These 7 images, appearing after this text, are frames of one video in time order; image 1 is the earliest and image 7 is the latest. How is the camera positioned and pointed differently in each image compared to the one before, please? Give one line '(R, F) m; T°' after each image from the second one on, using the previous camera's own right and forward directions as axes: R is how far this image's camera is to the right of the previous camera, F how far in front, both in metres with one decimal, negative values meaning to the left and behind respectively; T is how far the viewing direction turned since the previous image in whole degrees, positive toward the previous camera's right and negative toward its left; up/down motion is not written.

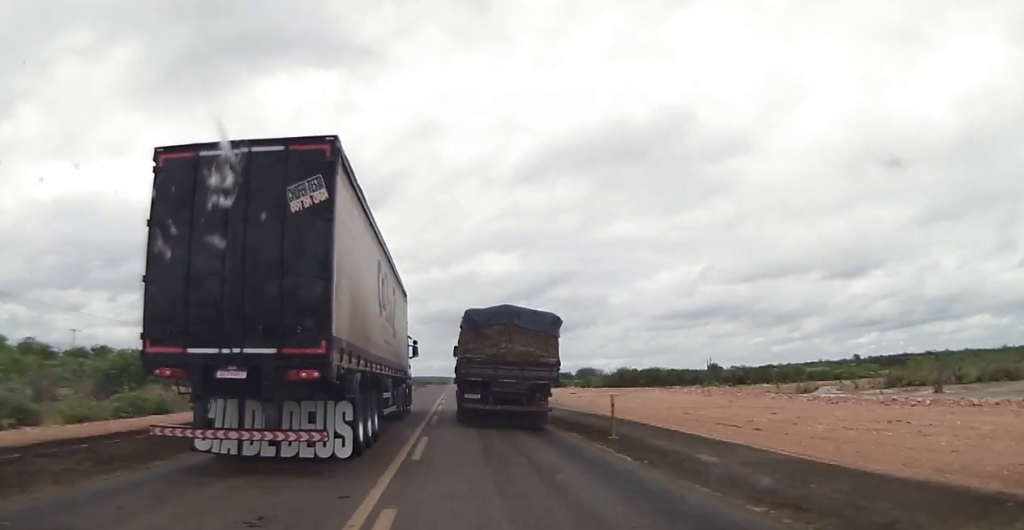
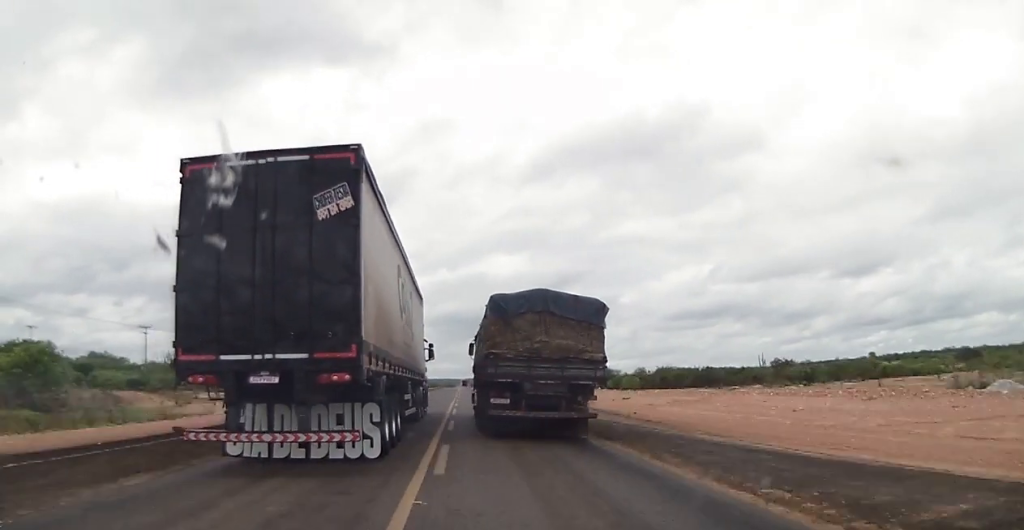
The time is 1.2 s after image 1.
(0.0, +18.1) m; 0°
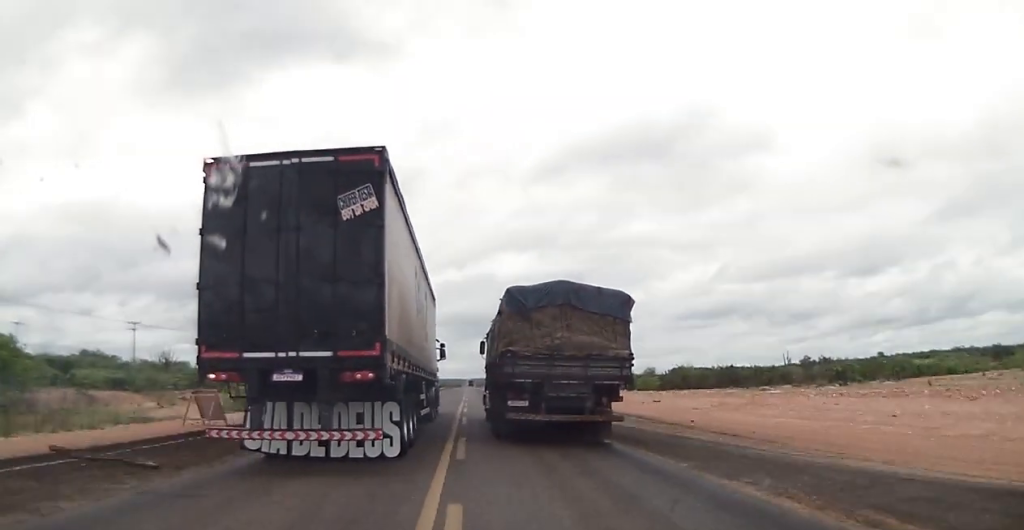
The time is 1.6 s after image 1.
(0.0, +6.3) m; -1°
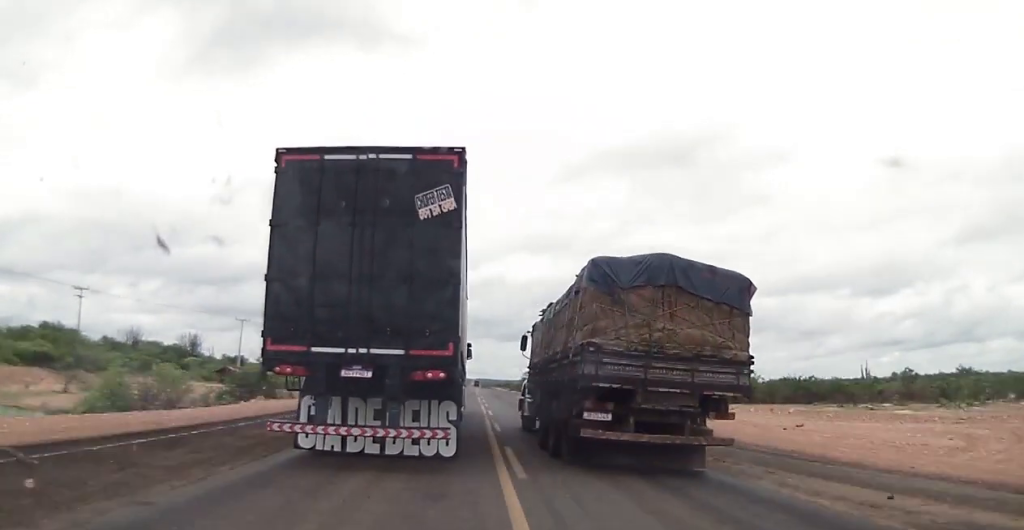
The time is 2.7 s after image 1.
(-0.3, +18.1) m; -2°
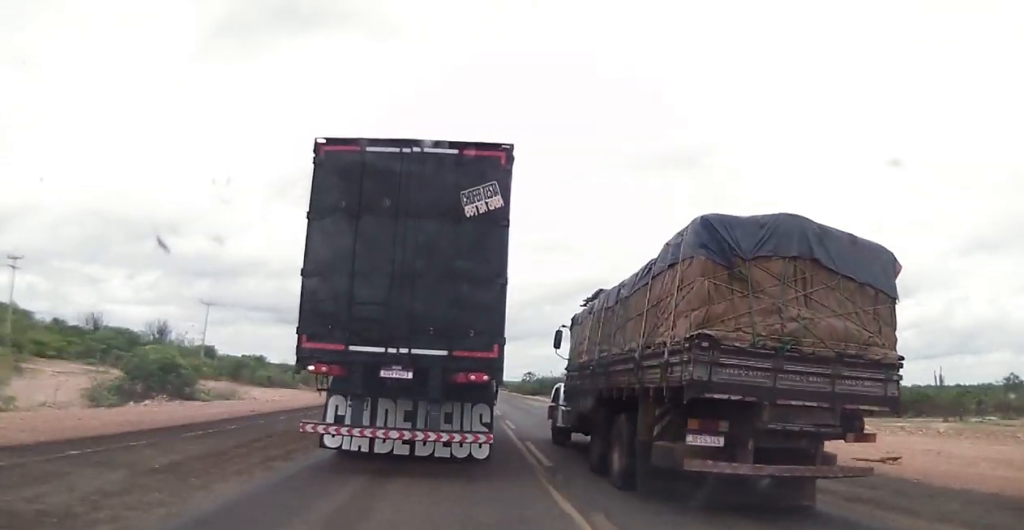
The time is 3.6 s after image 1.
(-0.2, +14.6) m; +1°
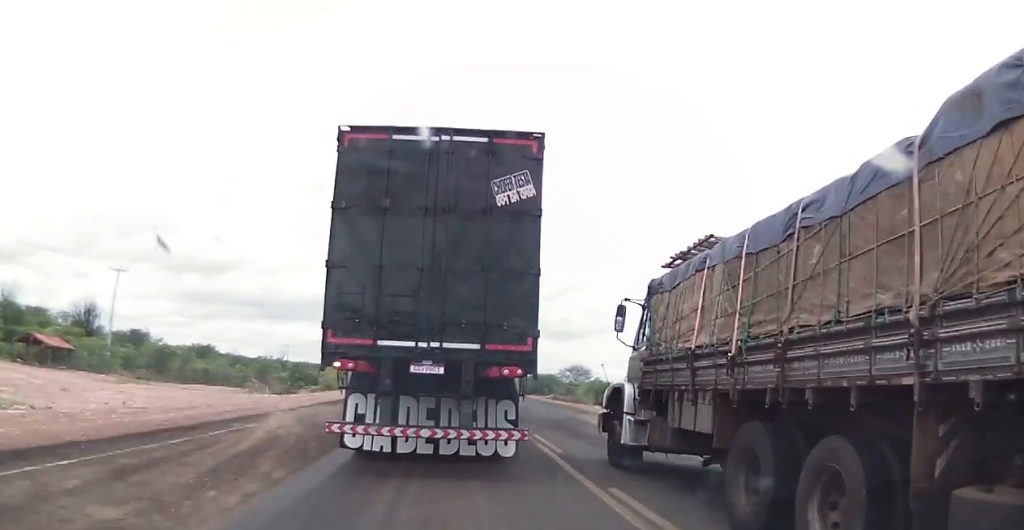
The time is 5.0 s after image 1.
(+0.6, +23.3) m; +2°
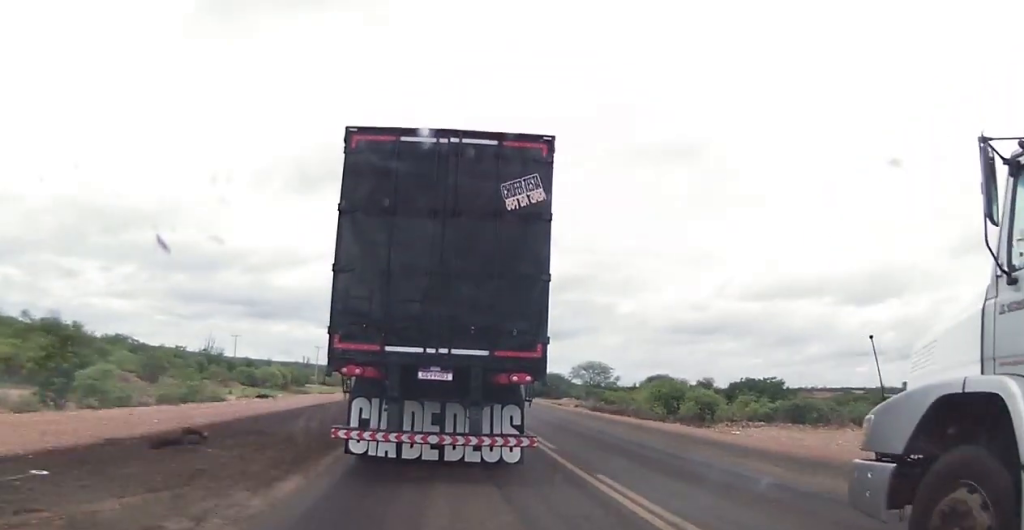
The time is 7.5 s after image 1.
(-0.1, +40.0) m; 0°
